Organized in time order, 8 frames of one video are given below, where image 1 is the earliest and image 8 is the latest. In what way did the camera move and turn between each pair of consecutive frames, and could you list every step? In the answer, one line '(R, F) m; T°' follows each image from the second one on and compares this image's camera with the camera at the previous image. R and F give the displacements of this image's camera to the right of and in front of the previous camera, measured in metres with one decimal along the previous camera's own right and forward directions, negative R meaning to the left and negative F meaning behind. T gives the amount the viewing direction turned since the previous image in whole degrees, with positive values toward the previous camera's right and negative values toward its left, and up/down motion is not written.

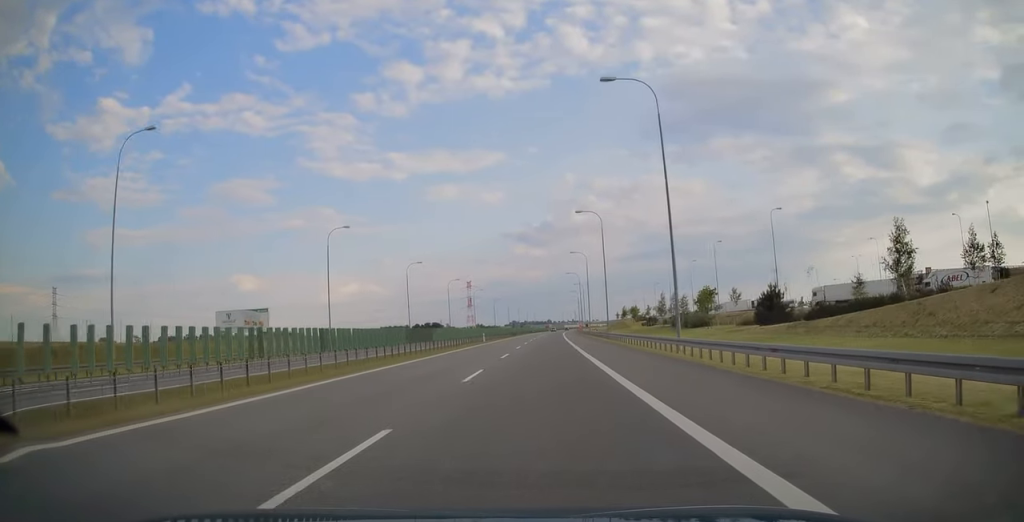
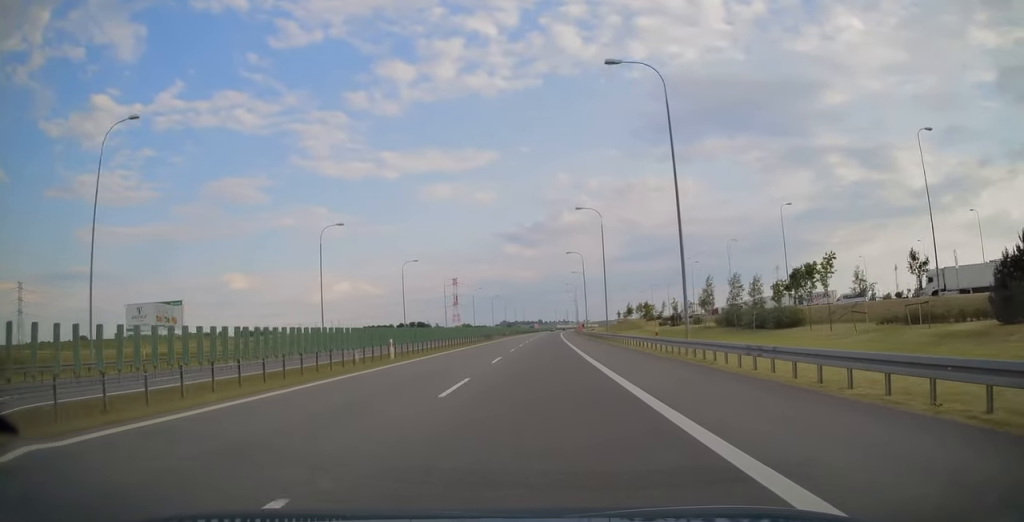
(+0.1, +39.3) m; 0°
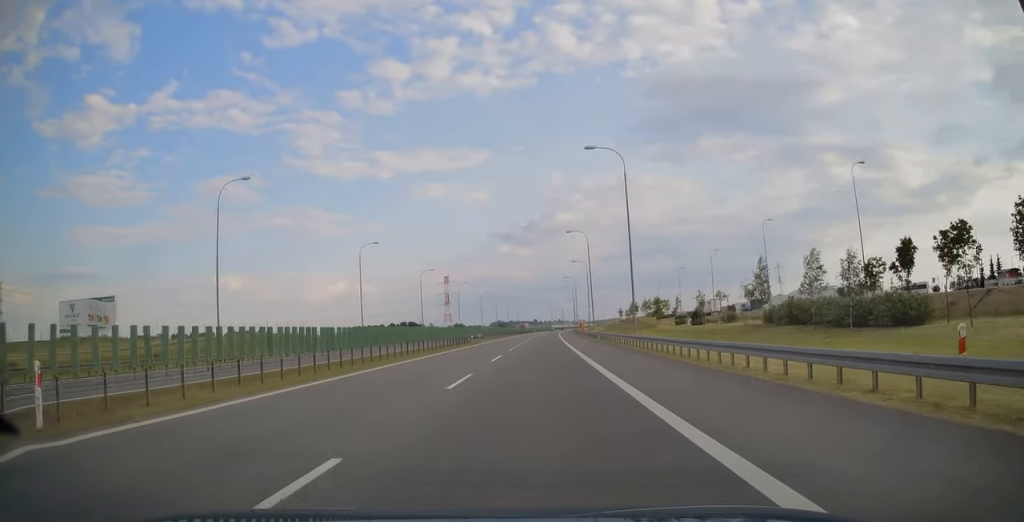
(+0.1, +22.4) m; 0°
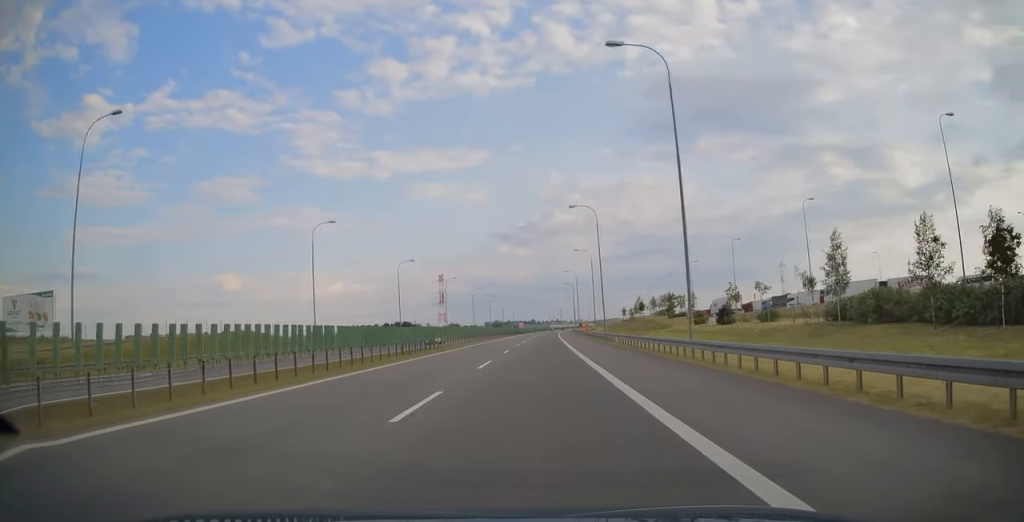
(+0.1, +16.9) m; 0°
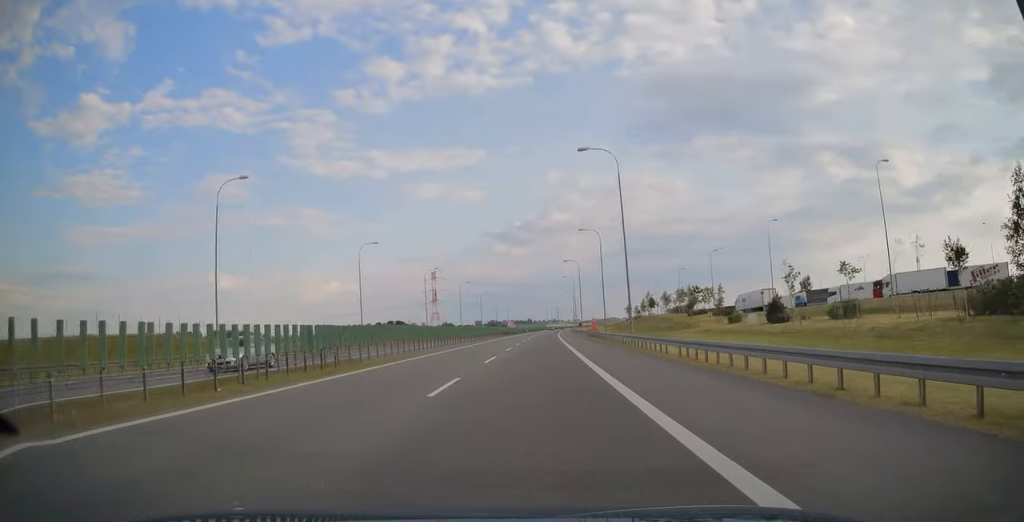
(+0.1, +20.8) m; 0°
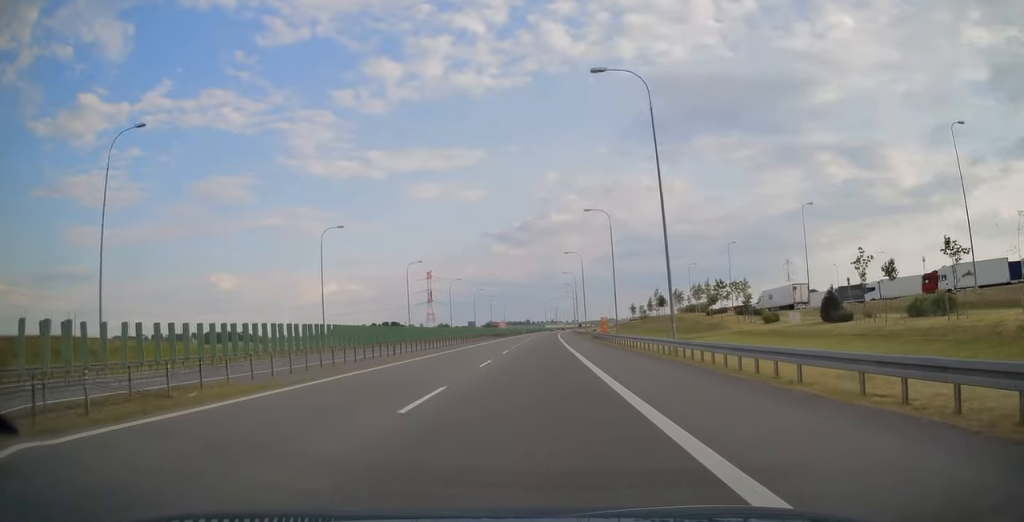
(+0.1, +14.2) m; 0°
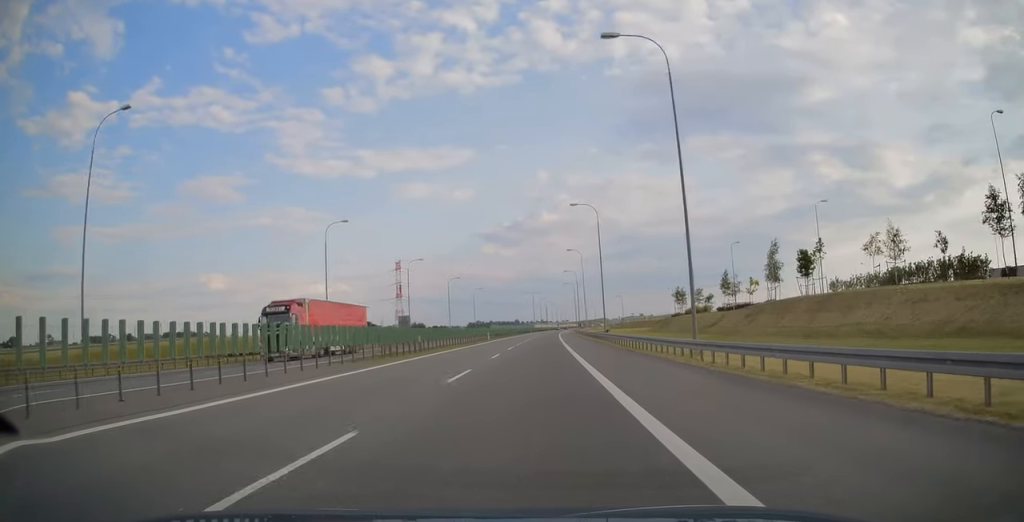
(+0.7, +78.2) m; +1°
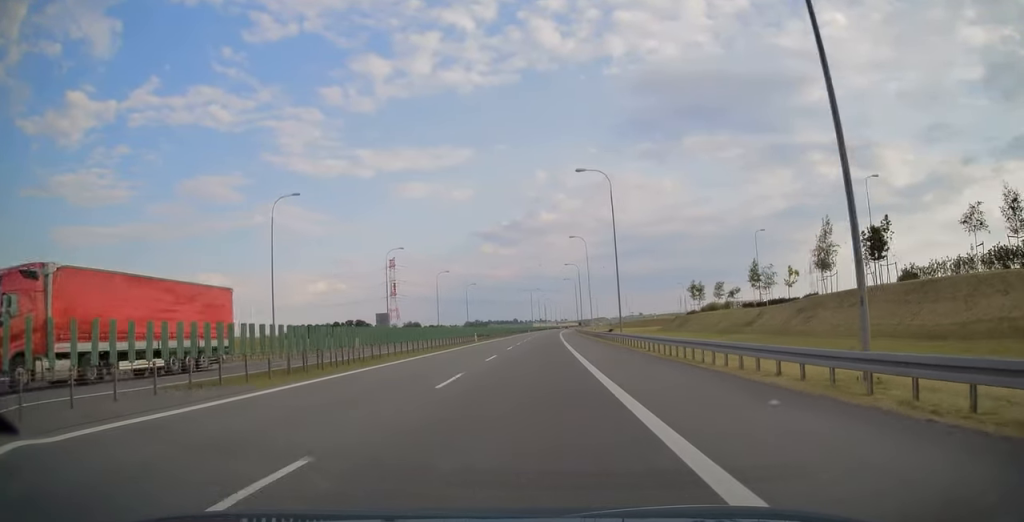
(0.0, +13.6) m; 0°
